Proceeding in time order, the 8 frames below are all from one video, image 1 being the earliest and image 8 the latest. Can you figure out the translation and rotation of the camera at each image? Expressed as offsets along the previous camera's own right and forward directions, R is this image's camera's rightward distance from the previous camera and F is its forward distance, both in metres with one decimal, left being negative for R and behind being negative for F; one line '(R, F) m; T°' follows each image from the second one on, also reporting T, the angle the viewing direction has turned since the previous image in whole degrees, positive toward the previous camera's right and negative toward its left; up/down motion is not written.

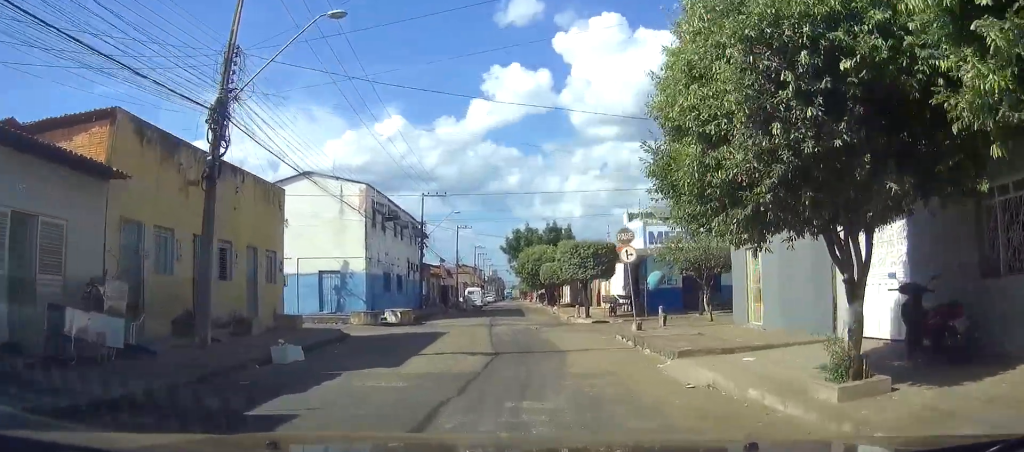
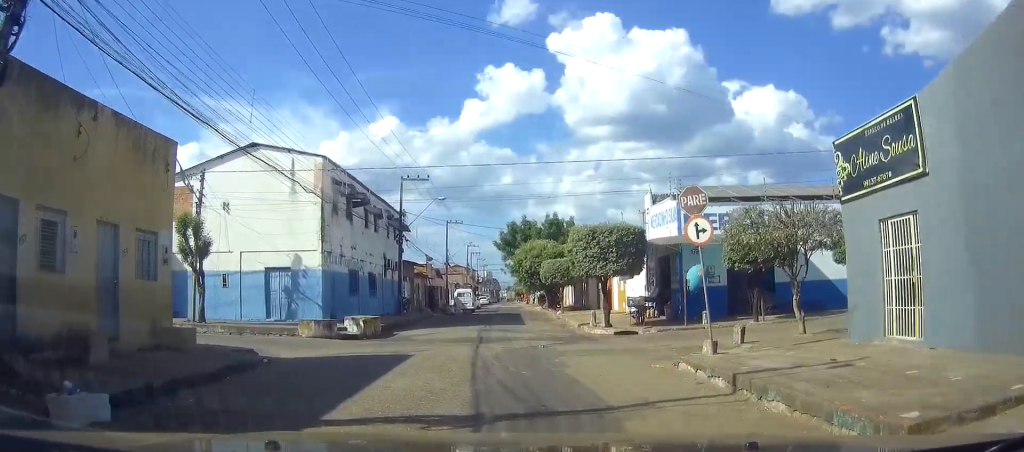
(-0.3, +7.6) m; -1°
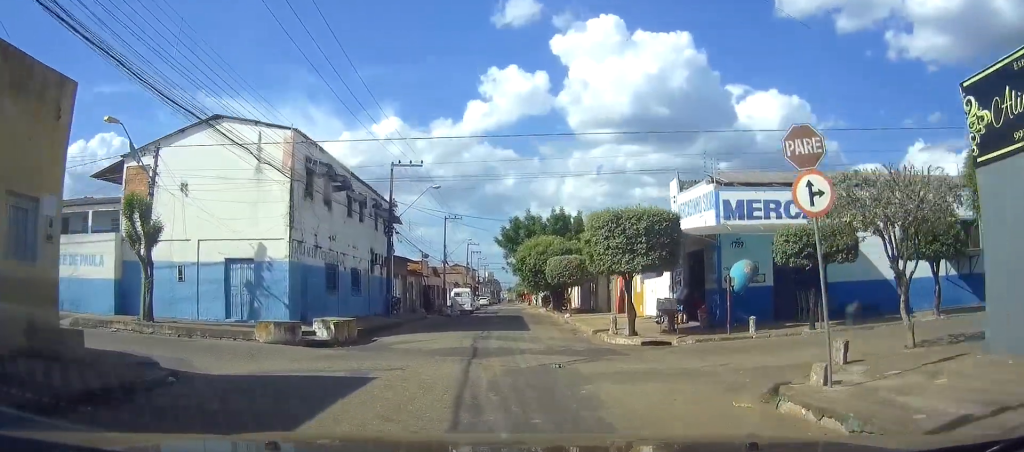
(+0.1, +4.5) m; 0°
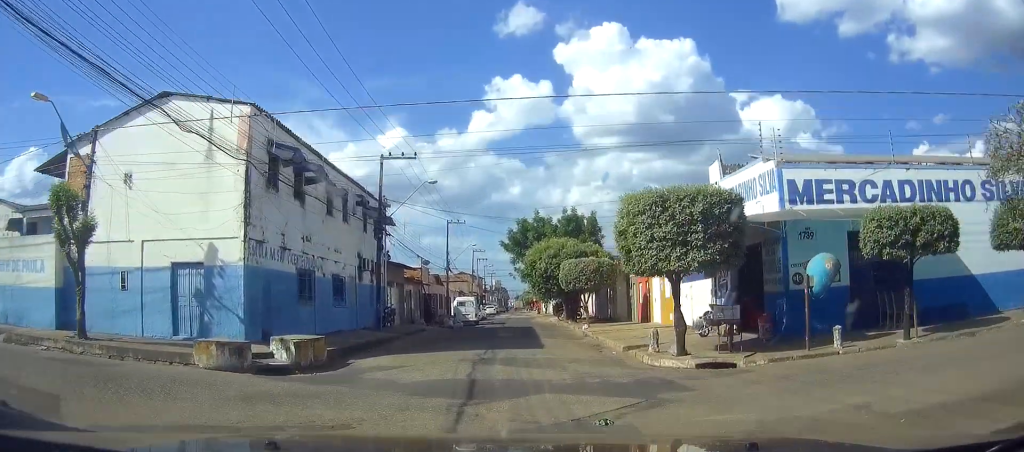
(0.0, +5.1) m; 0°
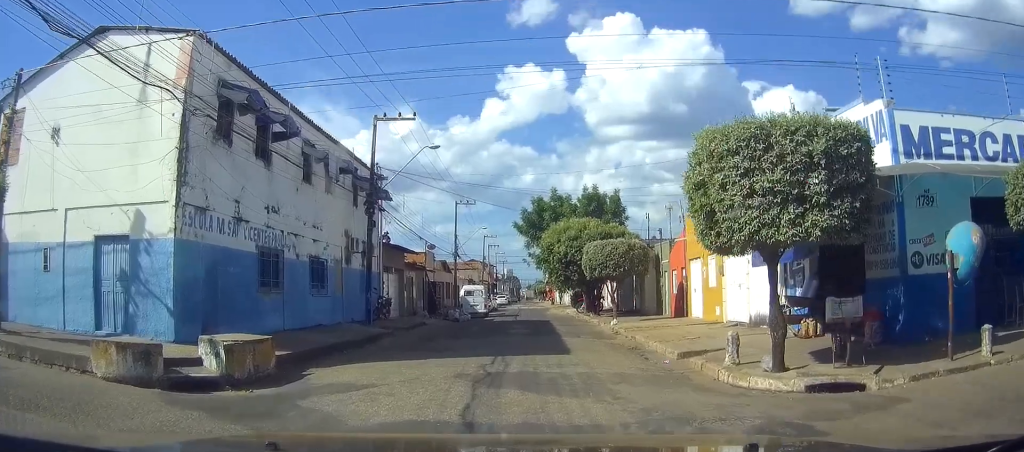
(0.0, +5.2) m; 0°
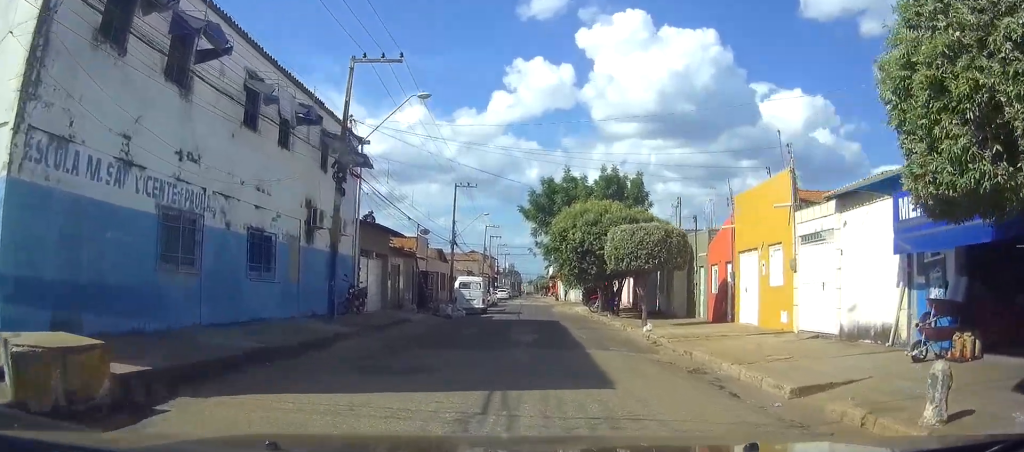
(+0.1, +6.1) m; +2°
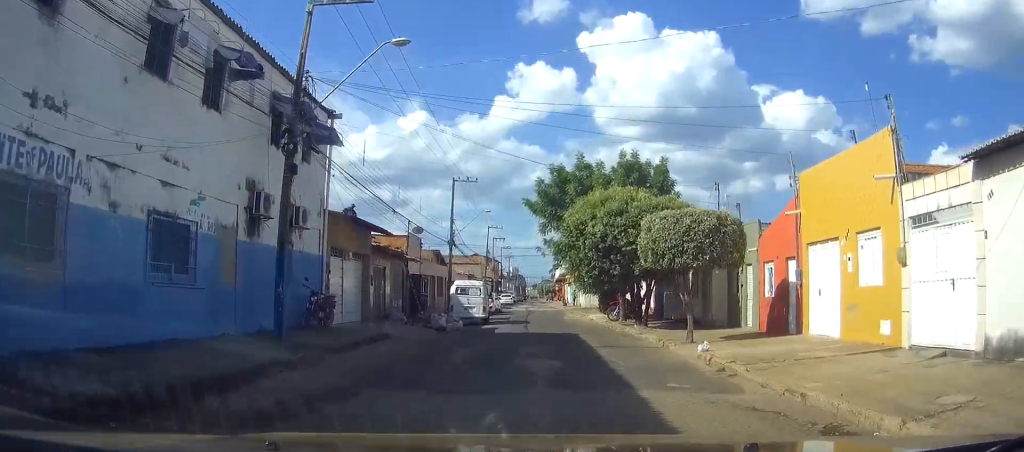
(+0.1, +5.3) m; 0°
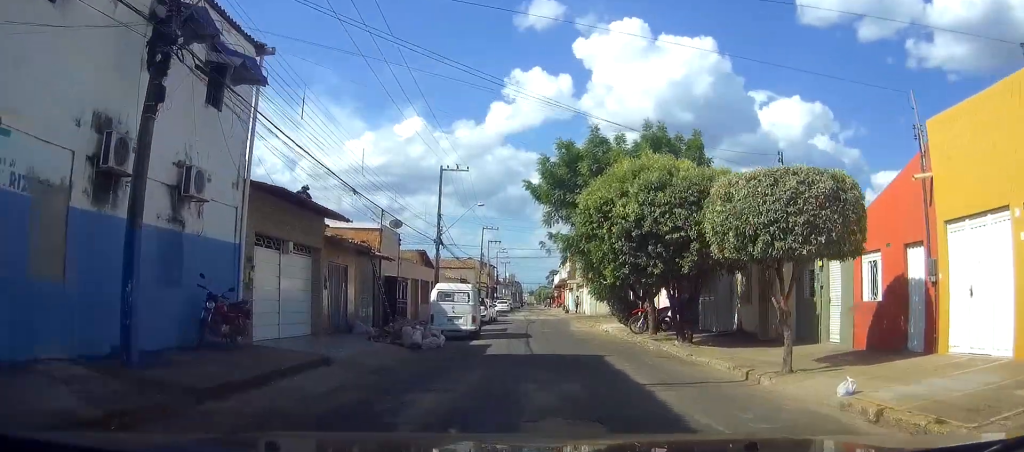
(-0.1, +6.5) m; +2°
